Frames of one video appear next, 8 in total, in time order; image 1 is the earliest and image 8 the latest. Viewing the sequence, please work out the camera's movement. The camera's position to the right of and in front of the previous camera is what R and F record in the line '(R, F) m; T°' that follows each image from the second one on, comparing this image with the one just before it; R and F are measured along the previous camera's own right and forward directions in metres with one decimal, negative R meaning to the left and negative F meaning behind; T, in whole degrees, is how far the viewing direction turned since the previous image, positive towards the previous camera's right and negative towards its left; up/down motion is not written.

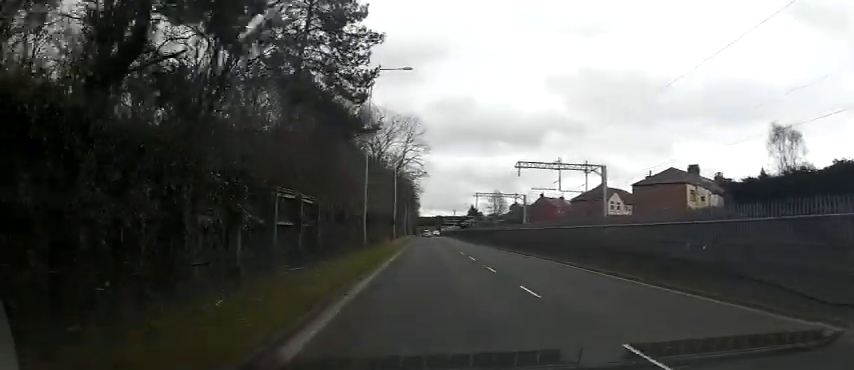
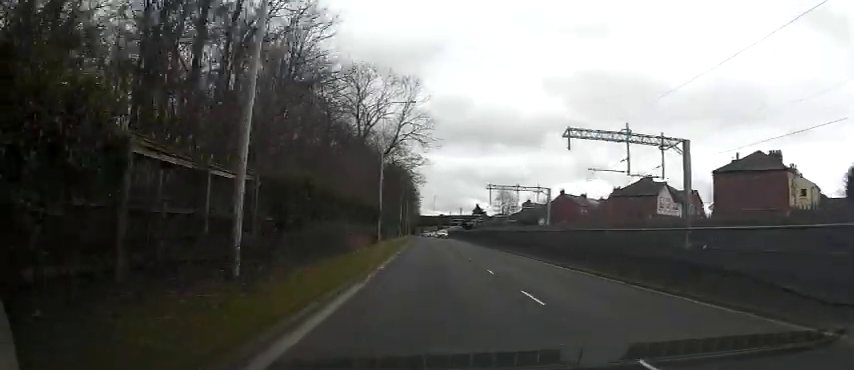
(-0.2, +19.0) m; -2°
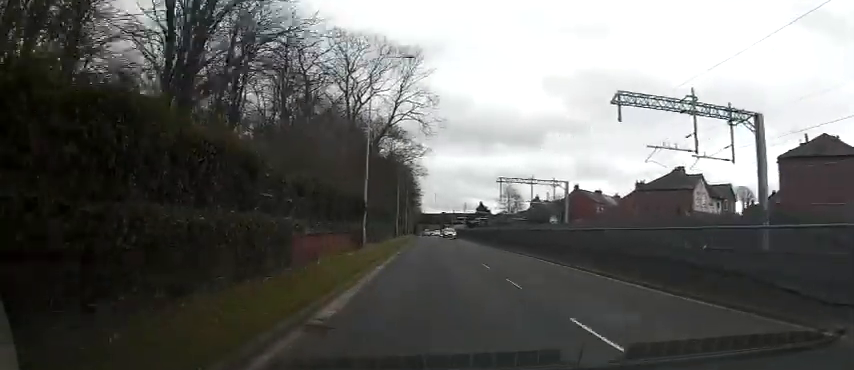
(-0.2, +9.4) m; -1°
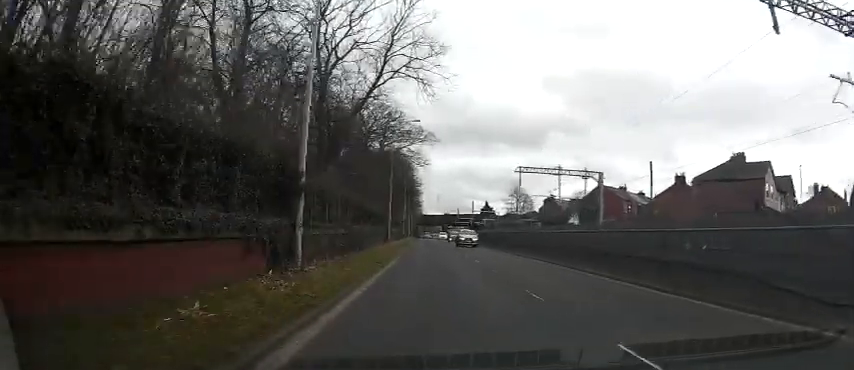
(0.0, +13.9) m; +1°
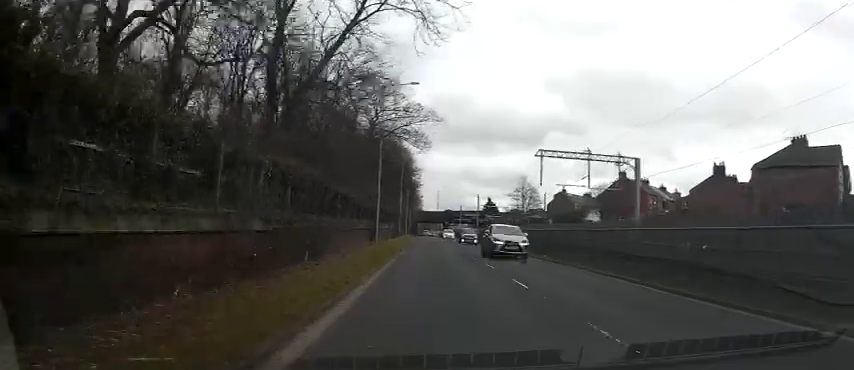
(+0.1, +10.6) m; 0°
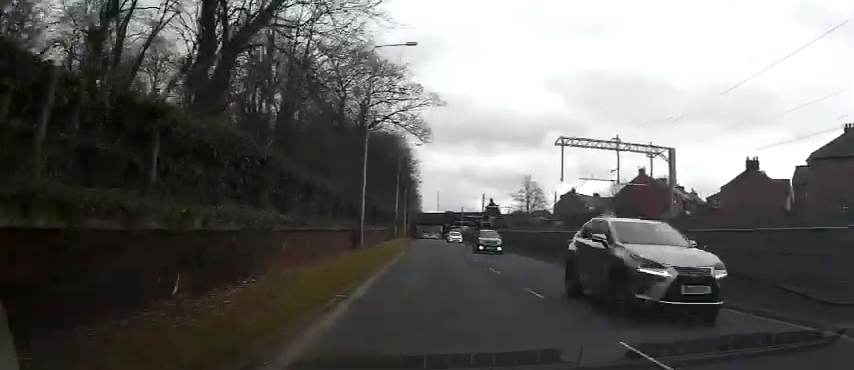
(+0.2, +7.3) m; 0°
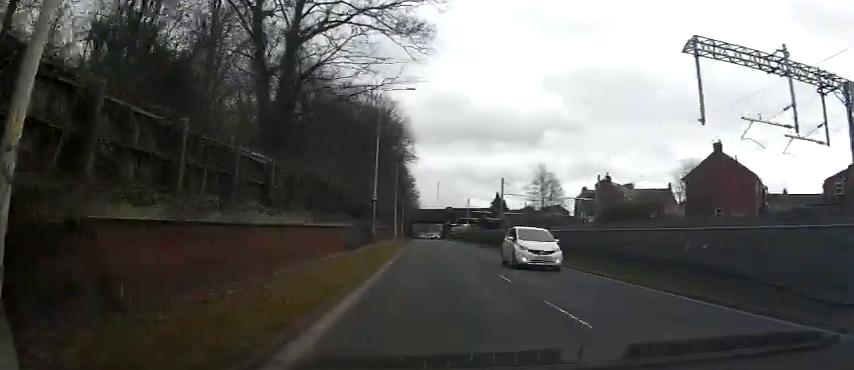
(-0.3, +21.5) m; 0°
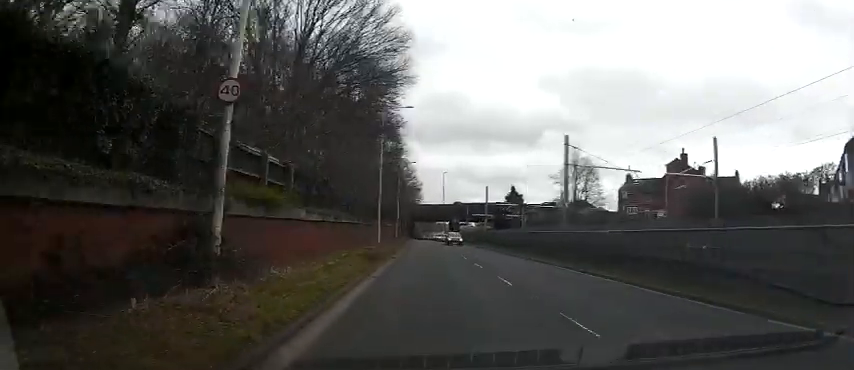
(0.0, +25.9) m; 0°
